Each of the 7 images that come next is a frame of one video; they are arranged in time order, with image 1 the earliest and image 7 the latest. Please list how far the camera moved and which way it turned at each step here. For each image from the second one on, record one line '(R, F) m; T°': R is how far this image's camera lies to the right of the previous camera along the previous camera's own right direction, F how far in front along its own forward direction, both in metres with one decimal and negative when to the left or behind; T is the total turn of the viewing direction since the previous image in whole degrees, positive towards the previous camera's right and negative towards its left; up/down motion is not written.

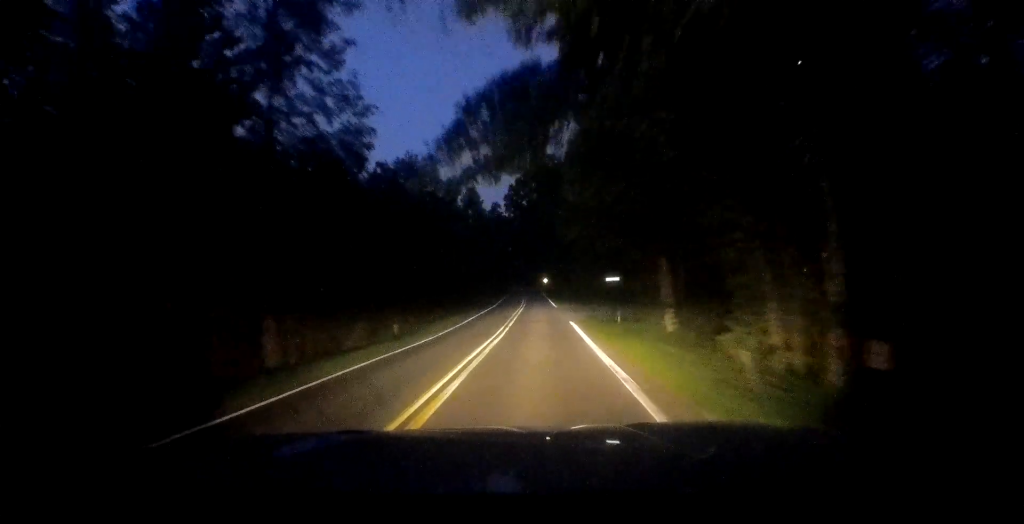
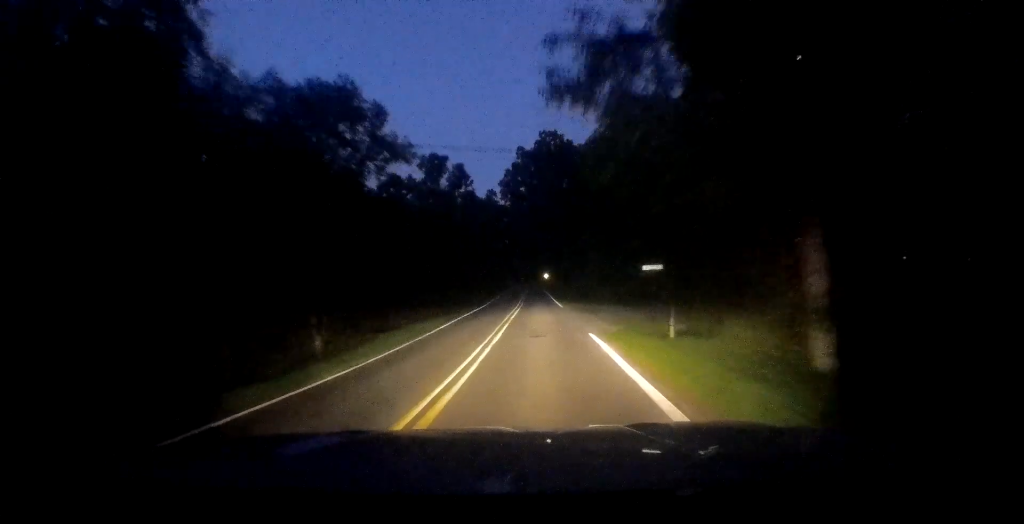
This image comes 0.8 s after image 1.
(+0.2, +12.3) m; +1°
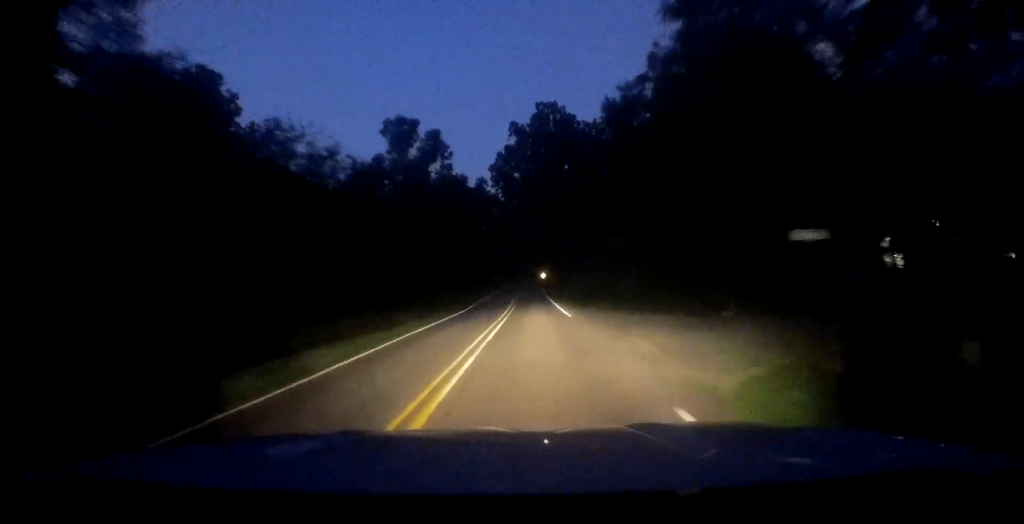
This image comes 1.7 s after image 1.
(0.0, +14.7) m; 0°
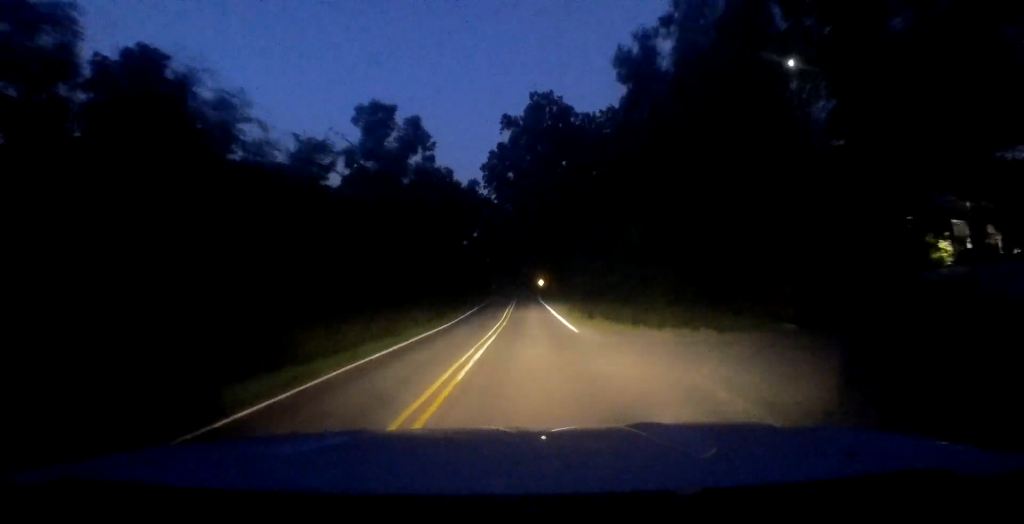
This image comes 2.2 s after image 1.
(0.0, +6.9) m; 0°
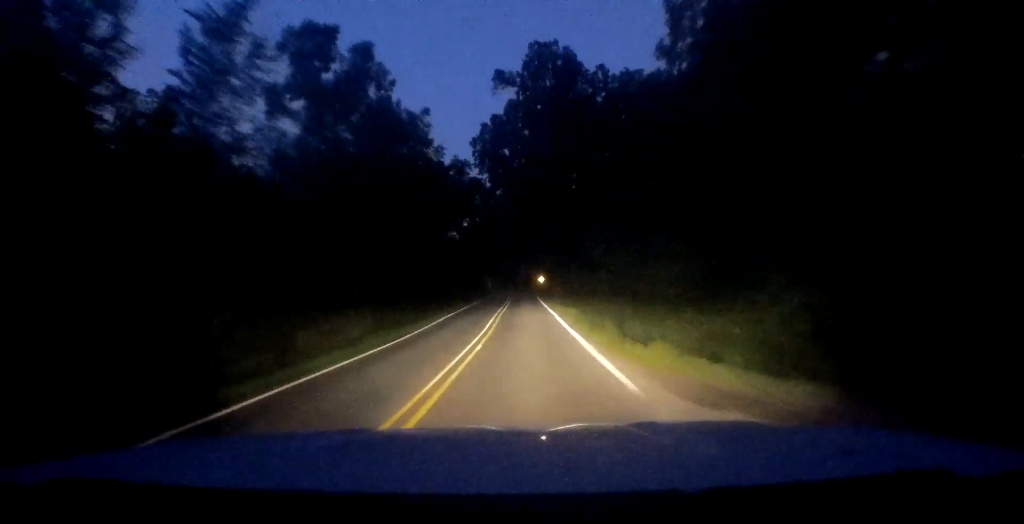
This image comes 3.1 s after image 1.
(0.0, +14.3) m; 0°
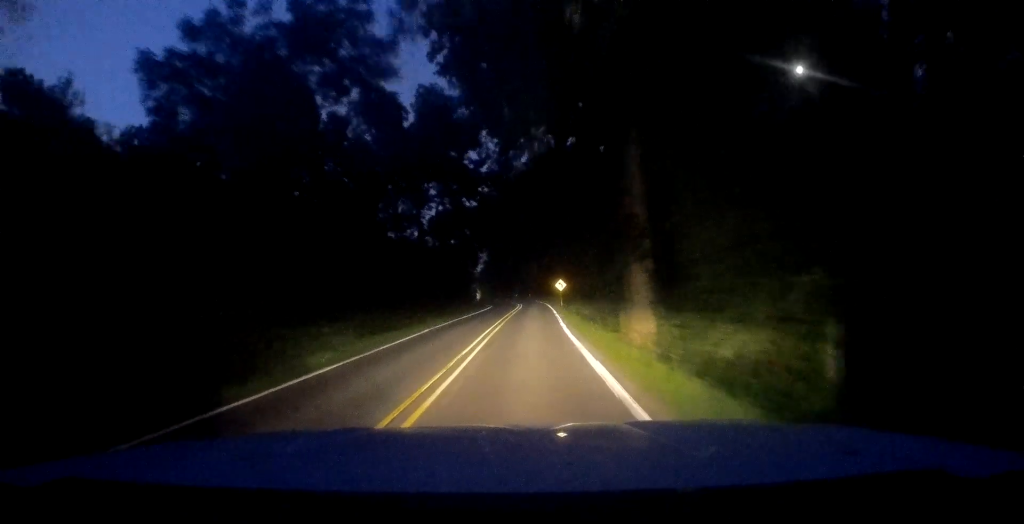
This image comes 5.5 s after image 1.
(-0.2, +37.8) m; -2°
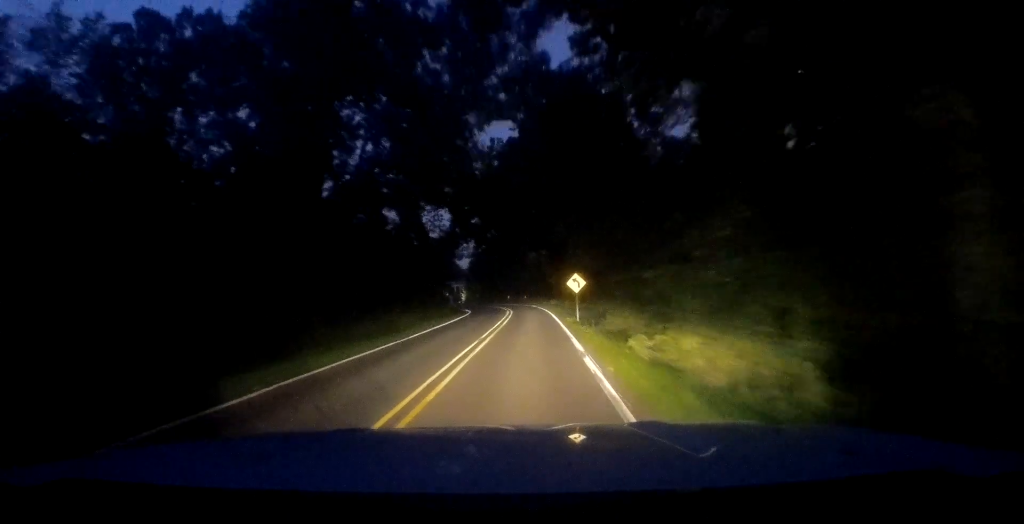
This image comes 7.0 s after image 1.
(0.0, +23.4) m; -1°
